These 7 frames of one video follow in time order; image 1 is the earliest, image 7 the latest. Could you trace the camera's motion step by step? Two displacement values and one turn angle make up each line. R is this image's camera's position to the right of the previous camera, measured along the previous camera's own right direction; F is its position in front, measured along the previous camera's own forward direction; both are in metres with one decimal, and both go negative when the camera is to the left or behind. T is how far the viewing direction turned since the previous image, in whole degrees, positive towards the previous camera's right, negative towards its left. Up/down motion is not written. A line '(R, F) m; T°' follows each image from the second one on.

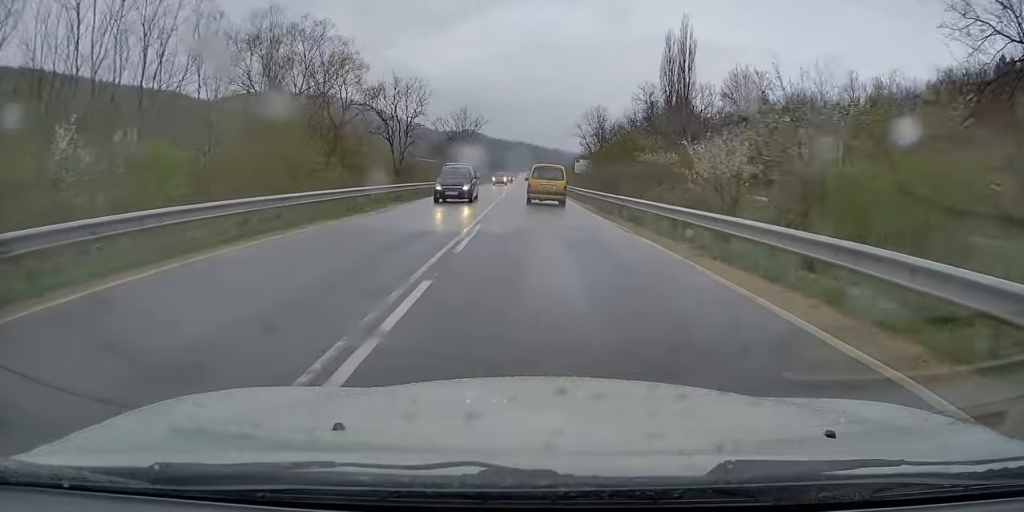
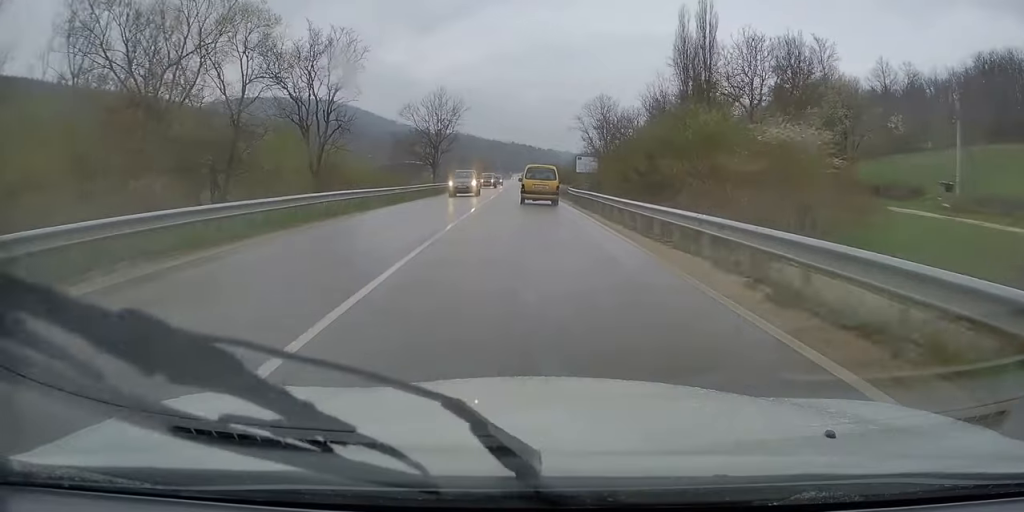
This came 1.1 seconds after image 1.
(0.0, +19.4) m; 0°
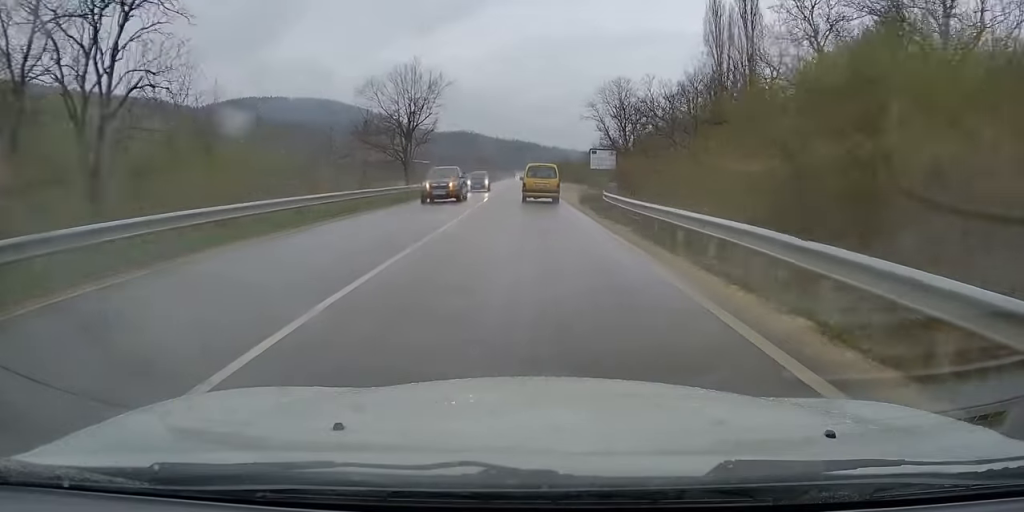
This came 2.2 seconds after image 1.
(0.0, +19.1) m; 0°
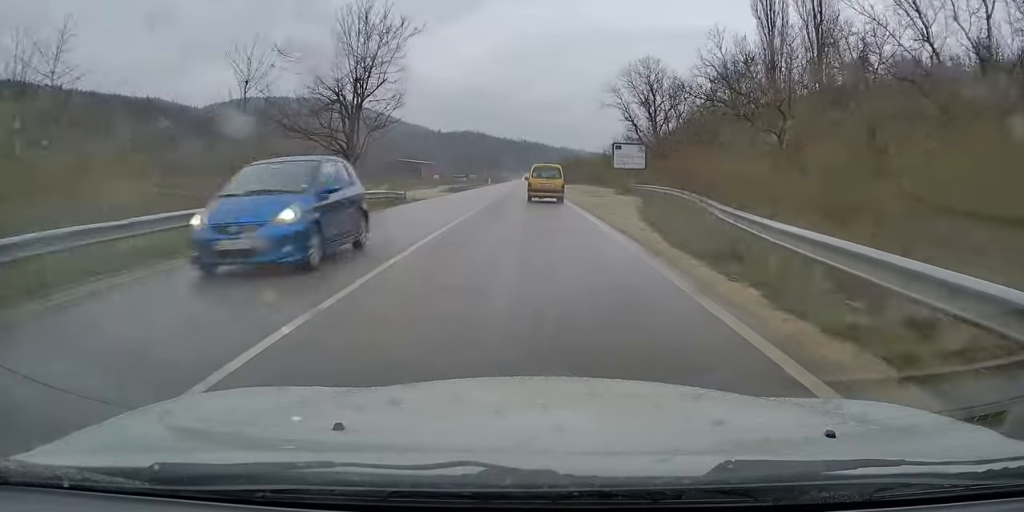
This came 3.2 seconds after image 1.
(0.0, +19.1) m; 0°
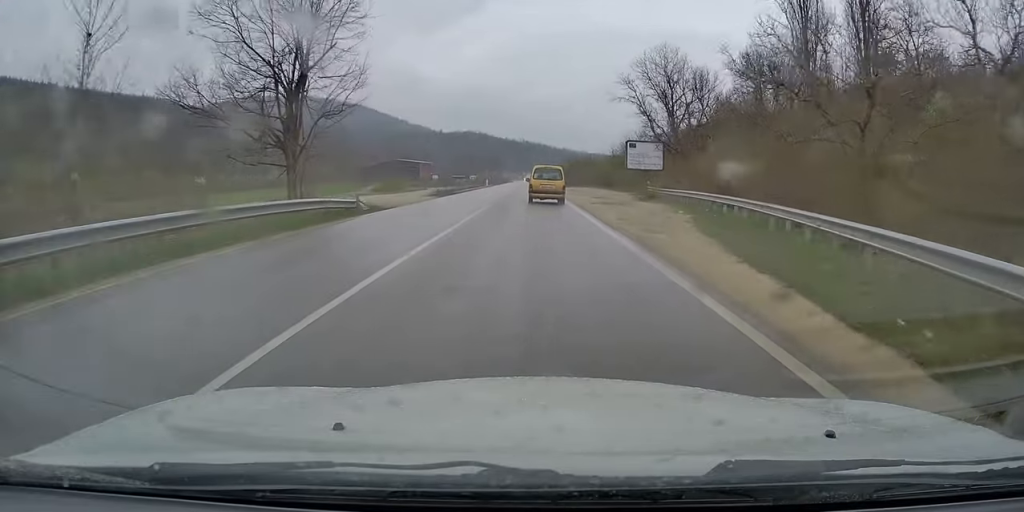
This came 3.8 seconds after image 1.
(+0.1, +9.5) m; -1°
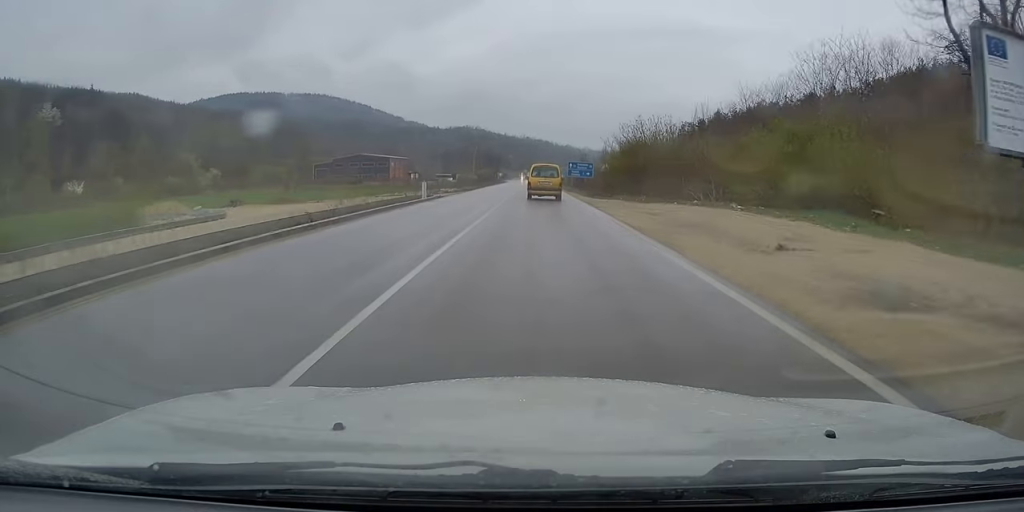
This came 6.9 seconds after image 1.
(+0.2, +56.6) m; +1°
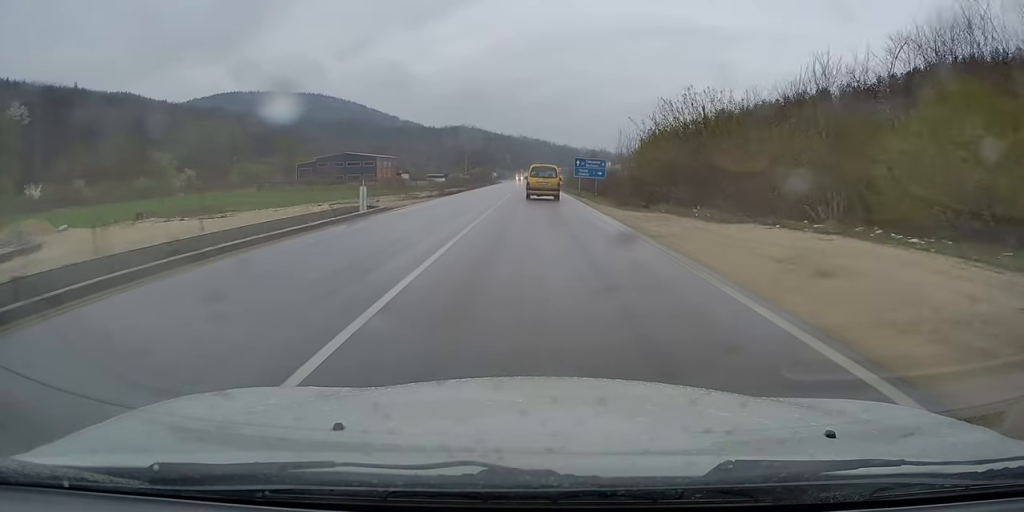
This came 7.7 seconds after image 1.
(0.0, +13.1) m; -1°
